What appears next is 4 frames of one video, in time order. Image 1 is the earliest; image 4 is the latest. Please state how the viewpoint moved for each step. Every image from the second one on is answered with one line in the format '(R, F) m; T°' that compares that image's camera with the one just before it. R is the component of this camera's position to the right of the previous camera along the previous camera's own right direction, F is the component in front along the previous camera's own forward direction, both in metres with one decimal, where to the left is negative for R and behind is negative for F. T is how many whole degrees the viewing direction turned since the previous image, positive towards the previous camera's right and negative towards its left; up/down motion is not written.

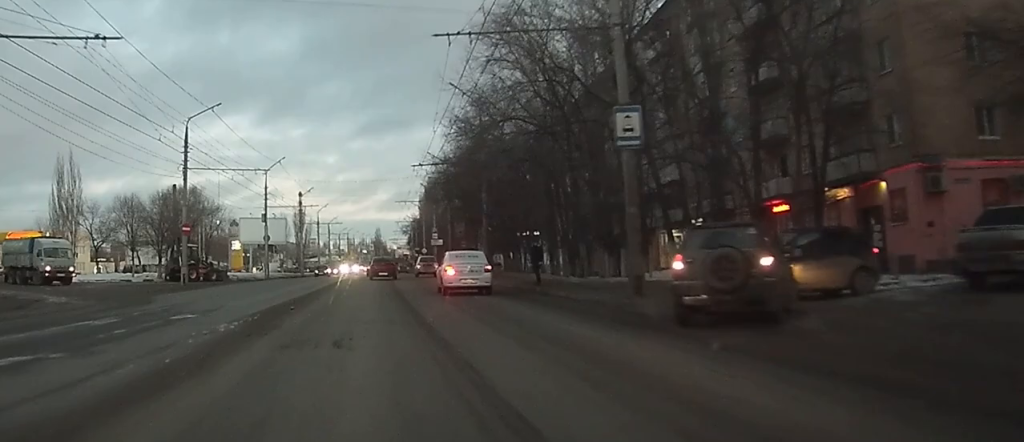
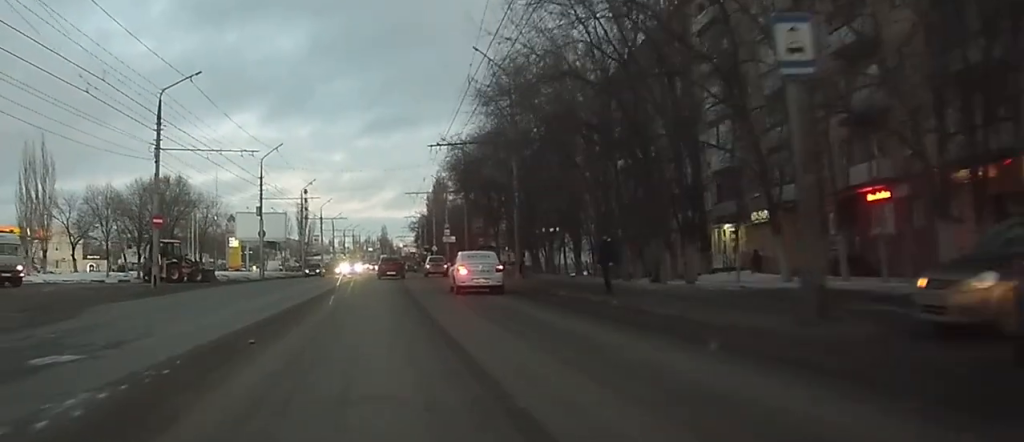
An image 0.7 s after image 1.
(0.0, +8.9) m; -1°
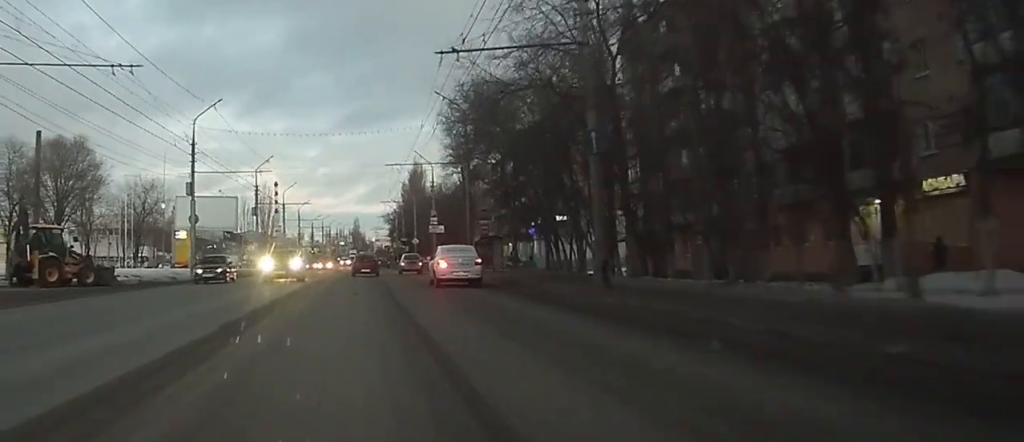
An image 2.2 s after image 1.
(0.0, +19.0) m; +1°
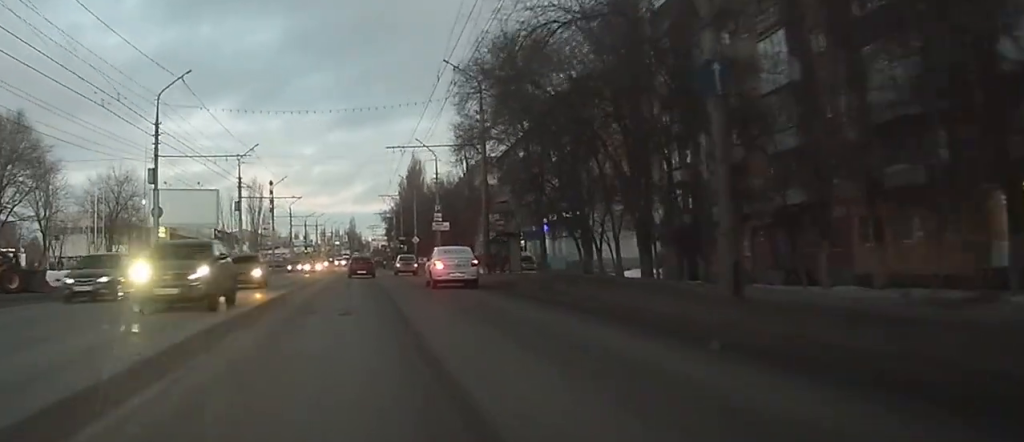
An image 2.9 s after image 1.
(+0.1, +9.0) m; 0°
